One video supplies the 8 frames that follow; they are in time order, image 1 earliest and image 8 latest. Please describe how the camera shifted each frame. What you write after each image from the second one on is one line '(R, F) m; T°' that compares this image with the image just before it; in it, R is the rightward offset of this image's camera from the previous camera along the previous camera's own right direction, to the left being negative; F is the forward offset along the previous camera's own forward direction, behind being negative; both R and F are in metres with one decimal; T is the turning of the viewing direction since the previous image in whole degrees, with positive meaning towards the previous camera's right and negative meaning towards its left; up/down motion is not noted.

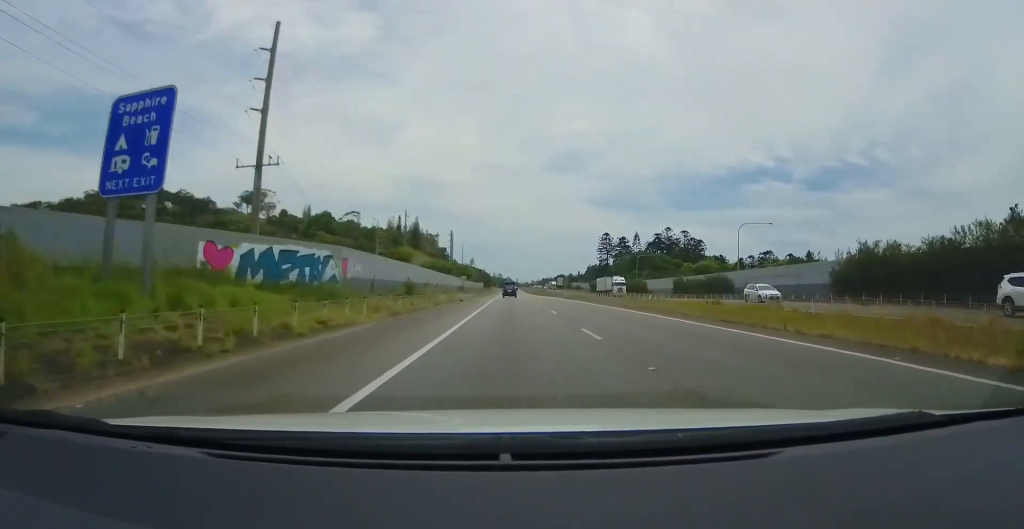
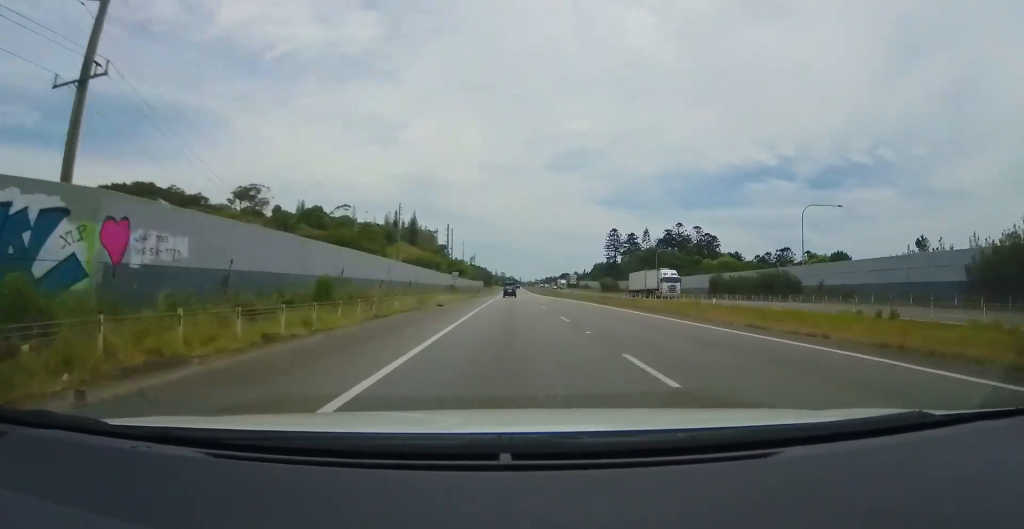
(+0.2, +17.8) m; 0°
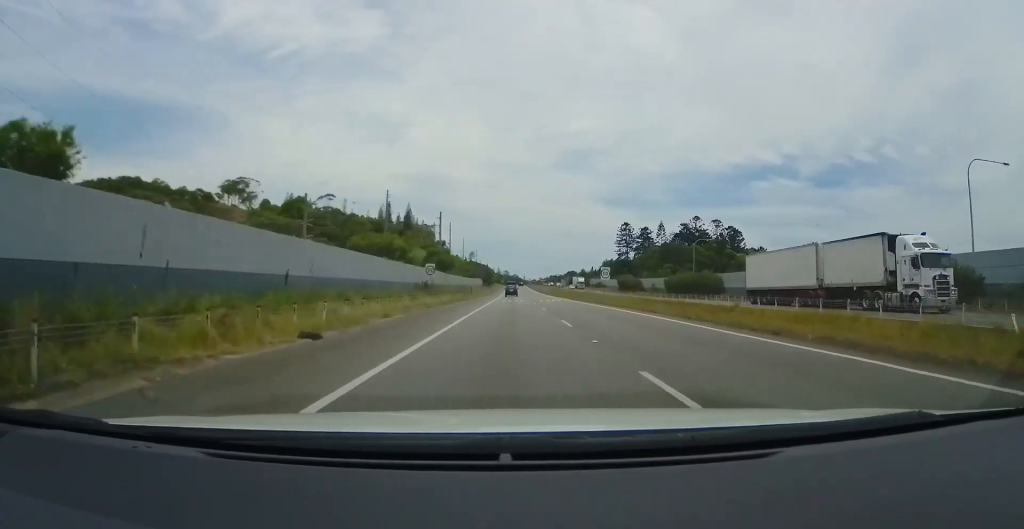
(-0.1, +25.3) m; +1°
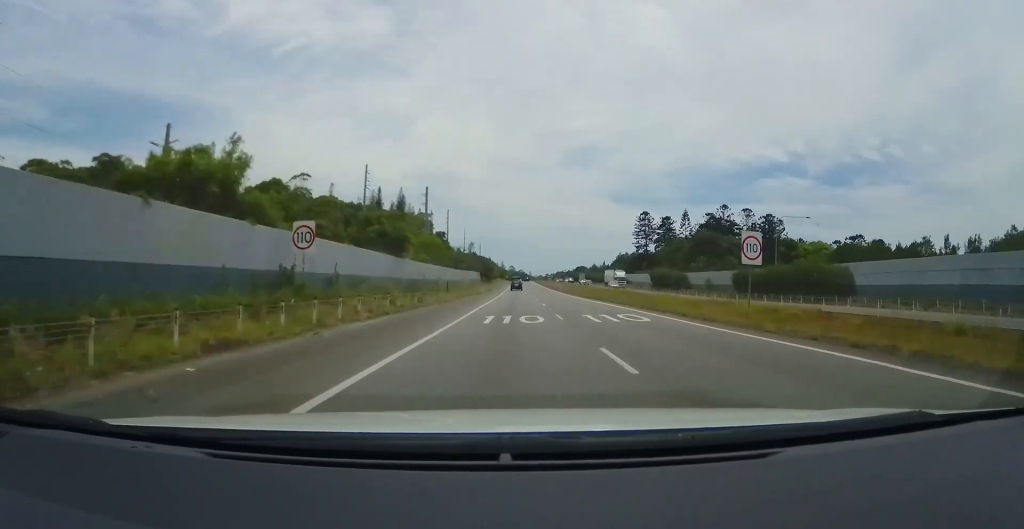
(+0.5, +32.8) m; 0°
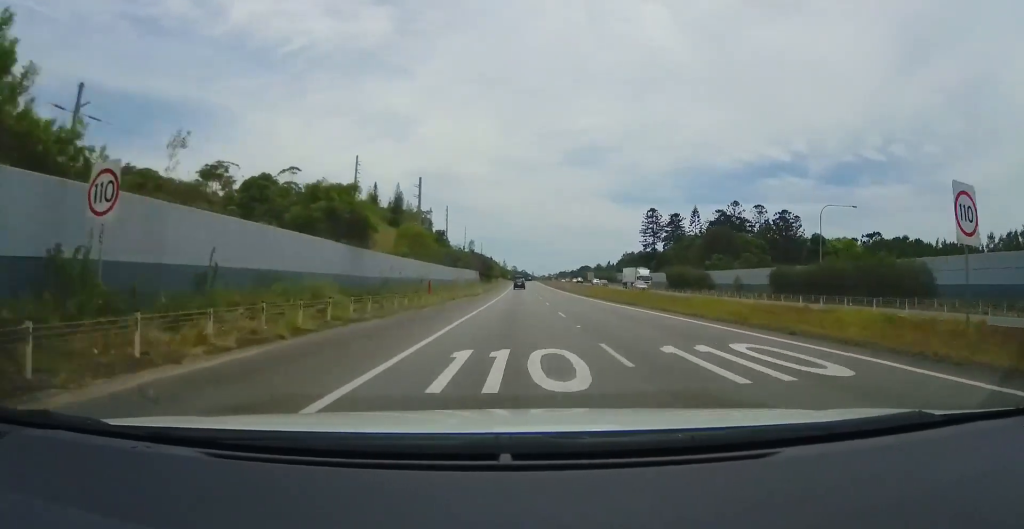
(0.0, +11.5) m; -1°
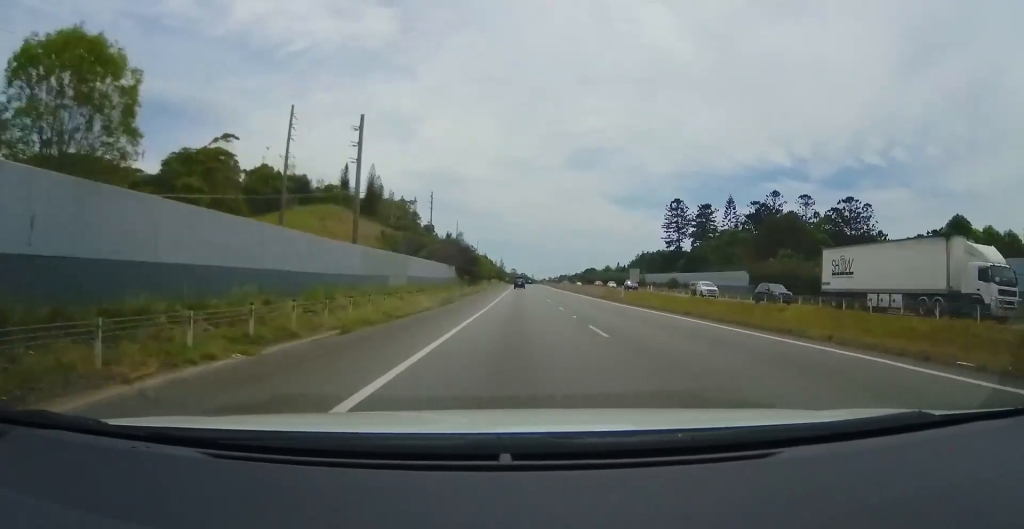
(-1.1, +42.1) m; -2°
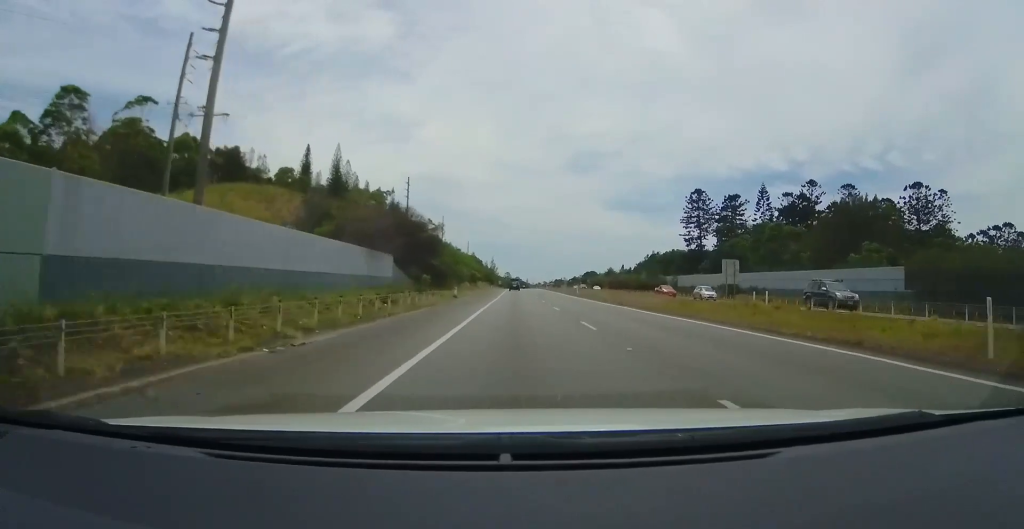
(+0.1, +34.4) m; +1°
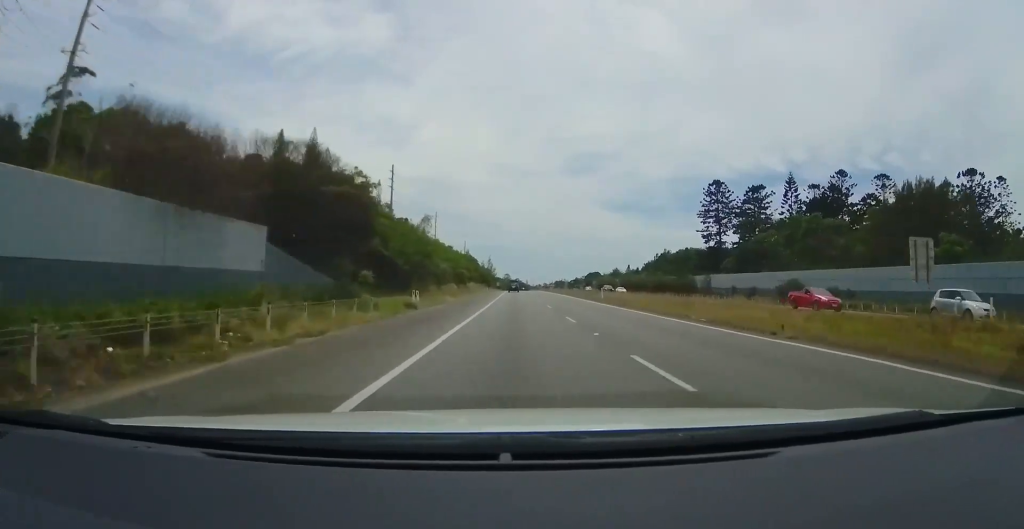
(+0.2, +19.7) m; 0°
